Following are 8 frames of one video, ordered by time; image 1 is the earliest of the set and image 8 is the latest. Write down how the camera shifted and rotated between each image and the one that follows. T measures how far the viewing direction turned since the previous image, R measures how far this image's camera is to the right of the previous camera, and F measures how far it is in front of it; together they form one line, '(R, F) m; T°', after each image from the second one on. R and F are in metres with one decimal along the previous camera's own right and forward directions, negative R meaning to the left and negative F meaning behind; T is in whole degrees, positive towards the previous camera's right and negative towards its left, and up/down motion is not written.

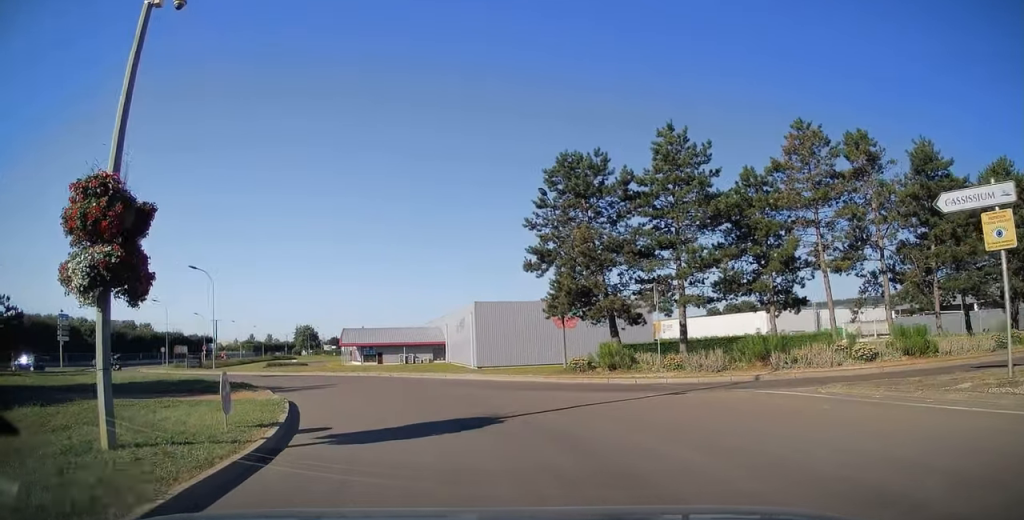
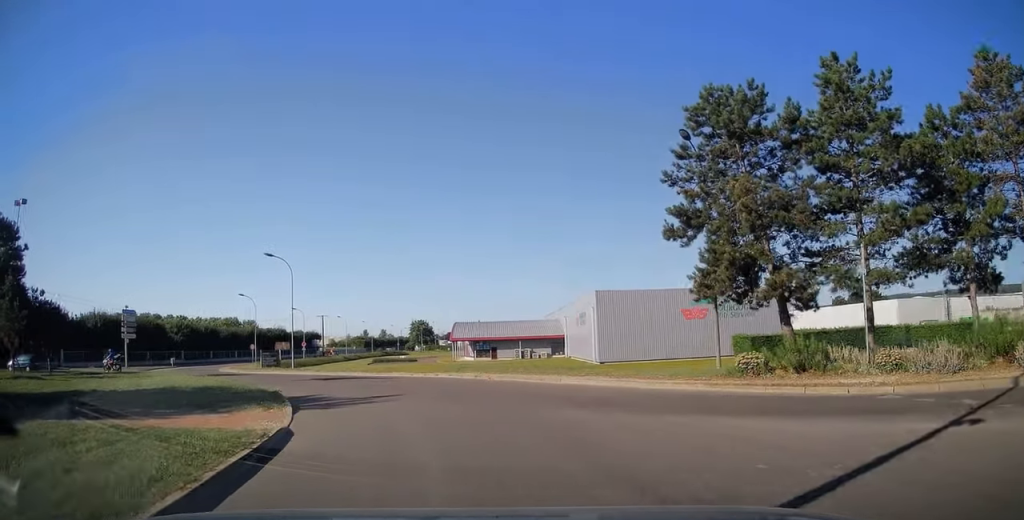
(-0.8, +6.8) m; -12°
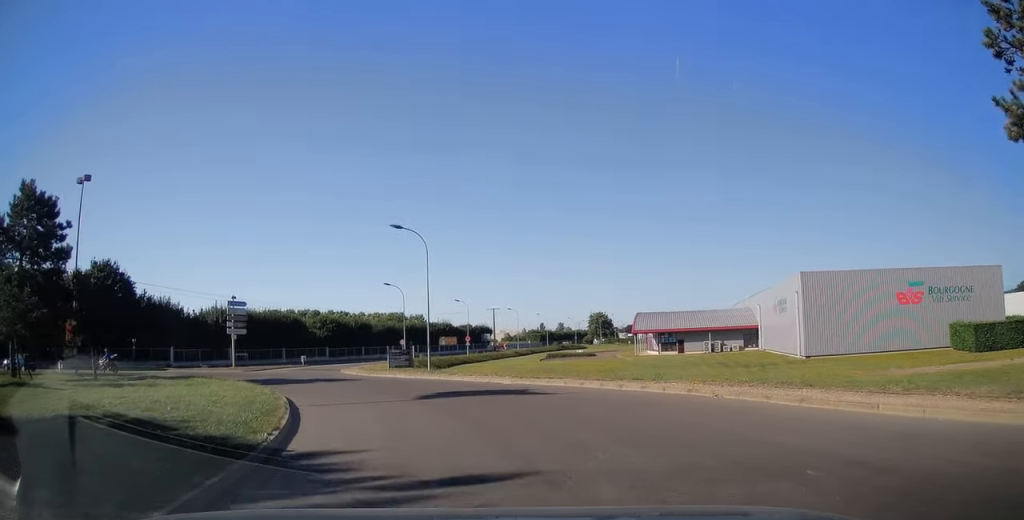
(-1.5, +10.0) m; -18°
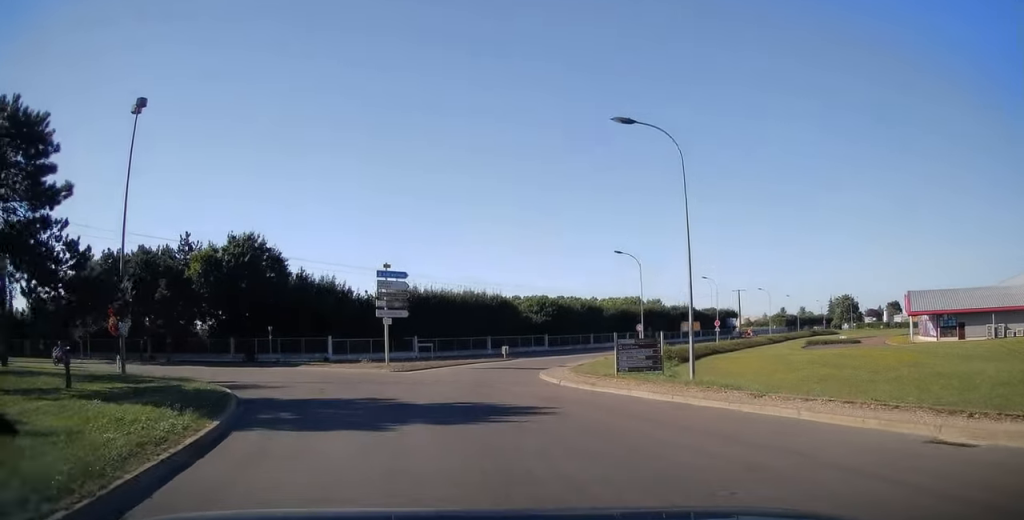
(-3.6, +14.7) m; -26°
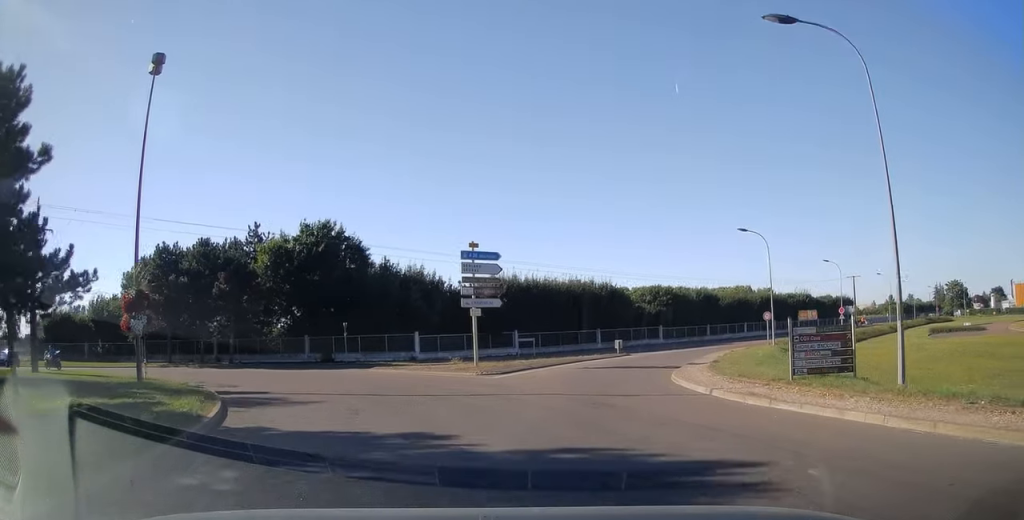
(-0.2, +6.1) m; -9°
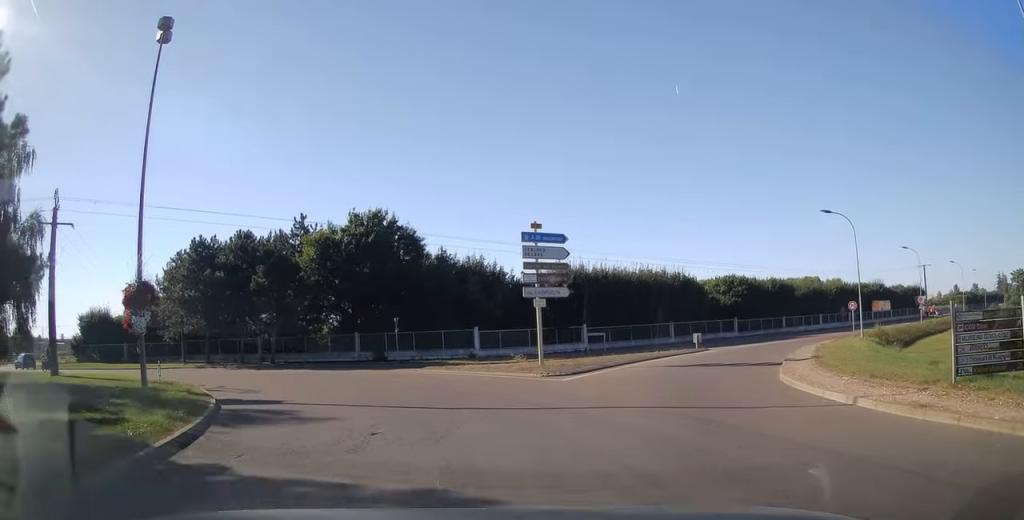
(-0.4, +3.6) m; -7°
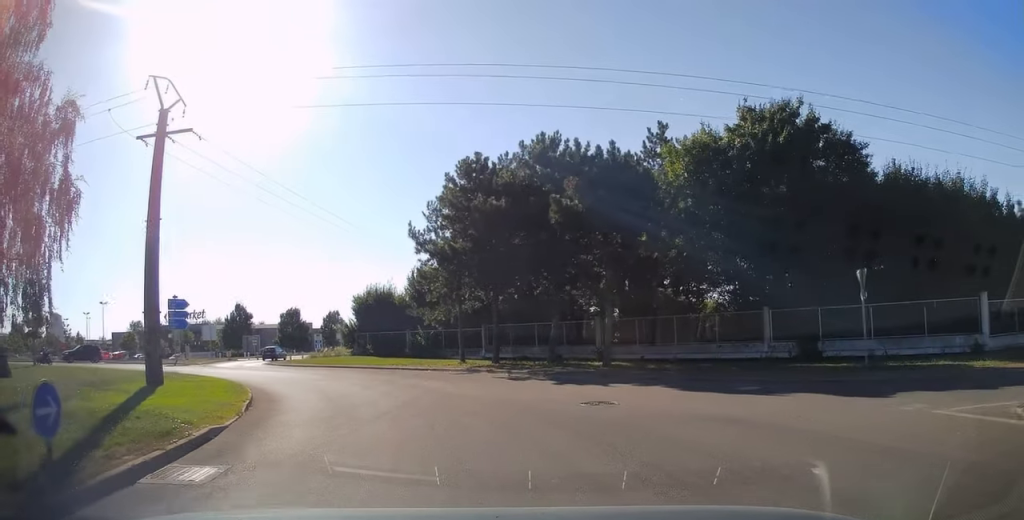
(-5.4, +18.8) m; -32°
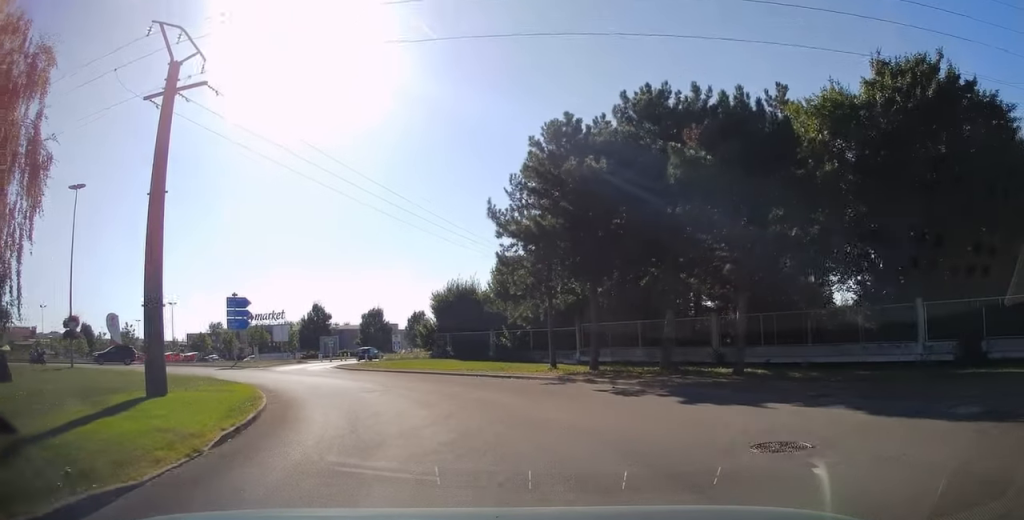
(0.0, +4.8) m; -8°
